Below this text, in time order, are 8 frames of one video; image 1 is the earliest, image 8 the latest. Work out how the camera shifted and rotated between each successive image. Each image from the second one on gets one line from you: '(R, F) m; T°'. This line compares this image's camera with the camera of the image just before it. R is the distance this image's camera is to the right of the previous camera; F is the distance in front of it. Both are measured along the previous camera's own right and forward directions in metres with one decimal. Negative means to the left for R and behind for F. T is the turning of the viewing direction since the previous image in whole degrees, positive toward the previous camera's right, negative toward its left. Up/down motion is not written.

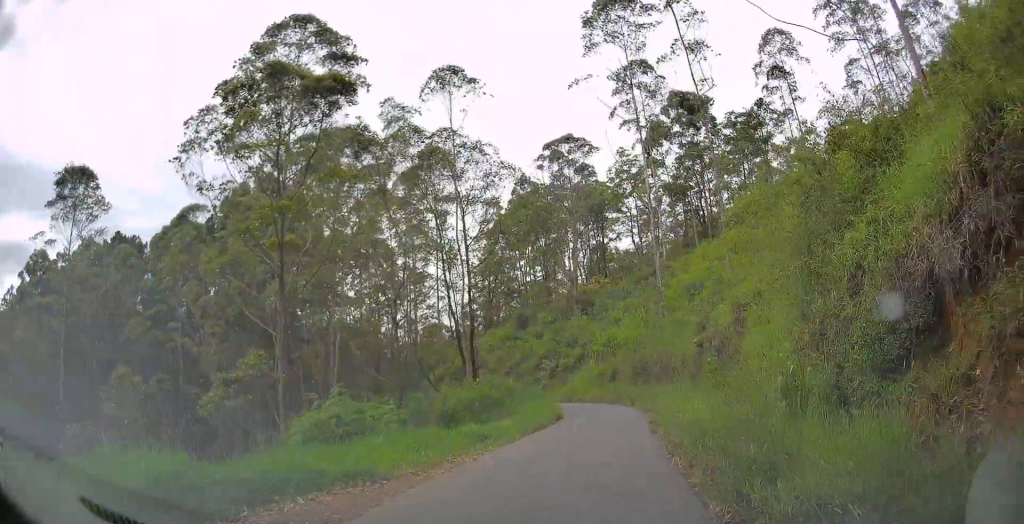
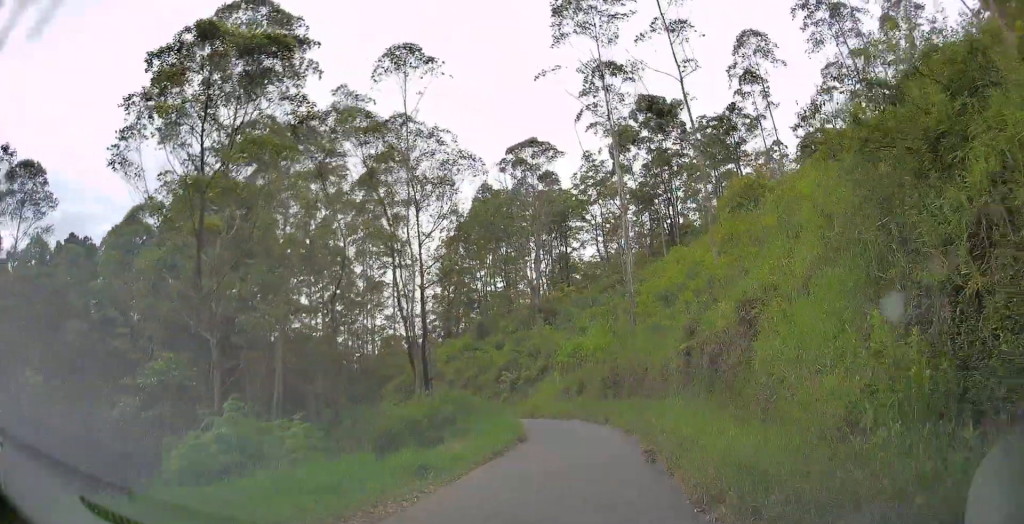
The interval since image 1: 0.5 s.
(+0.1, +3.6) m; +5°
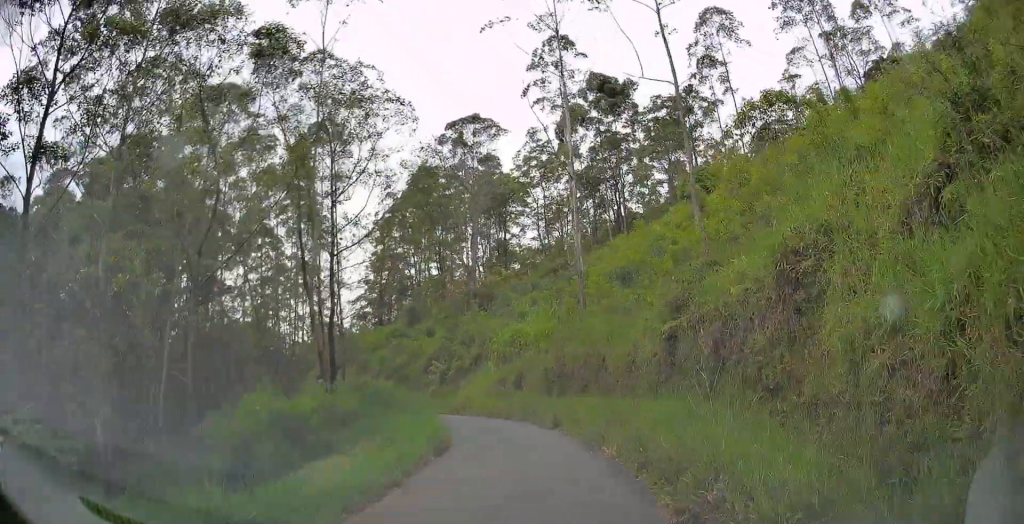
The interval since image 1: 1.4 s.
(+0.3, +5.6) m; +9°
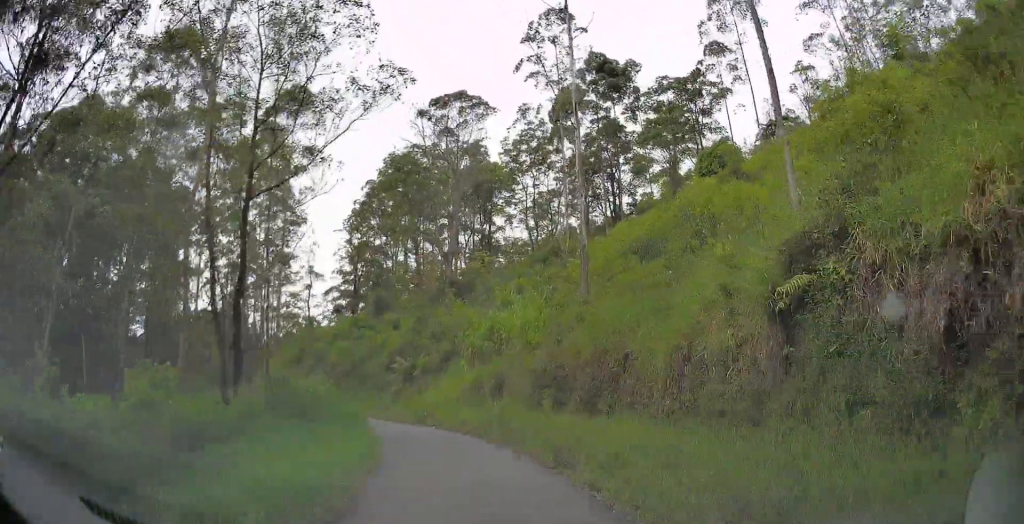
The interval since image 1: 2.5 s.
(+0.8, +7.8) m; +5°
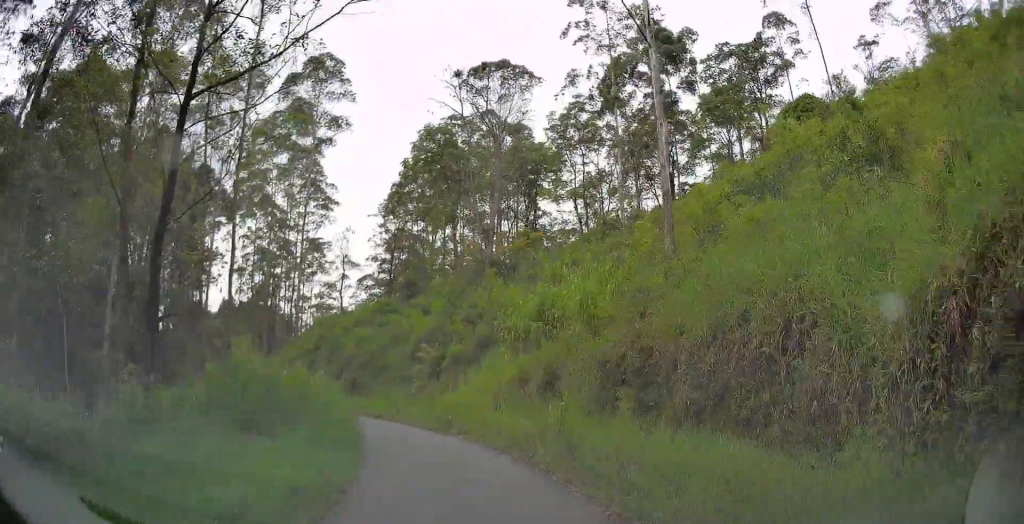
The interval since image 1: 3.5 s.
(-0.2, +7.2) m; -7°
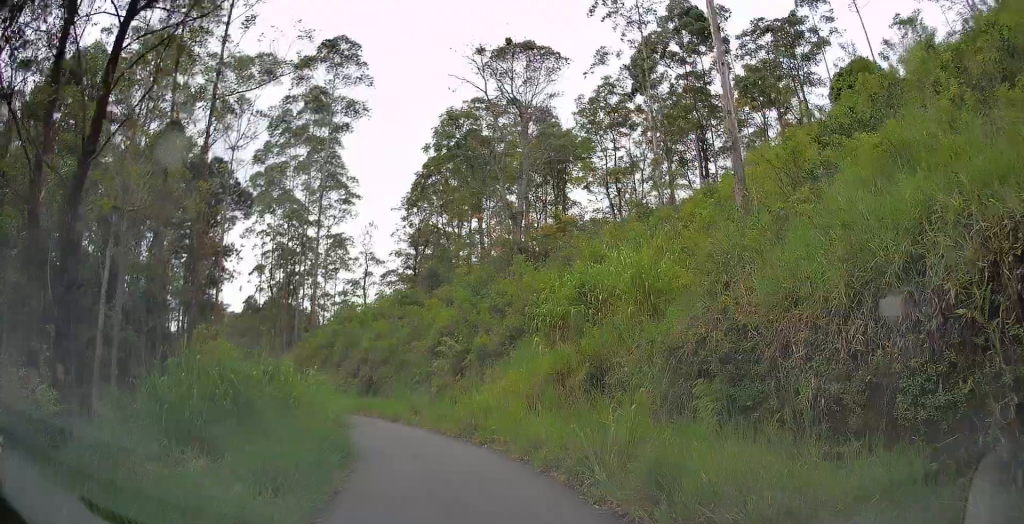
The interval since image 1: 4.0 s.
(-0.2, +3.9) m; -6°
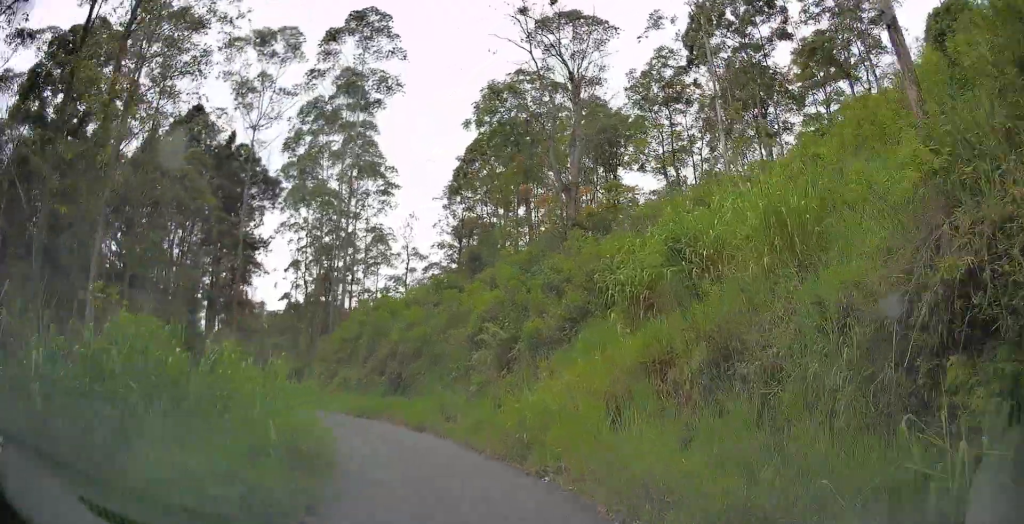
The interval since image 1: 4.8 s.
(-0.4, +6.0) m; -7°
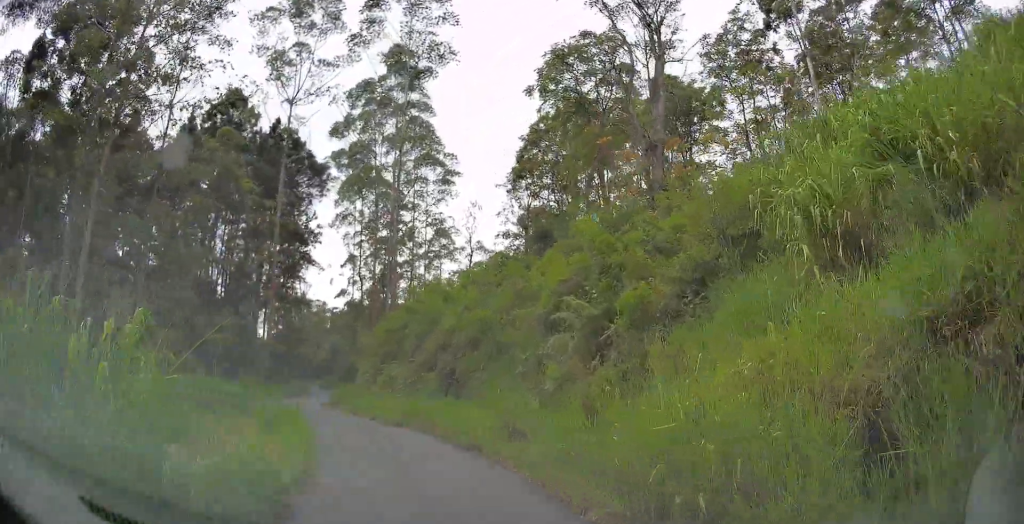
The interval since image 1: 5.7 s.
(-0.4, +6.6) m; -9°
